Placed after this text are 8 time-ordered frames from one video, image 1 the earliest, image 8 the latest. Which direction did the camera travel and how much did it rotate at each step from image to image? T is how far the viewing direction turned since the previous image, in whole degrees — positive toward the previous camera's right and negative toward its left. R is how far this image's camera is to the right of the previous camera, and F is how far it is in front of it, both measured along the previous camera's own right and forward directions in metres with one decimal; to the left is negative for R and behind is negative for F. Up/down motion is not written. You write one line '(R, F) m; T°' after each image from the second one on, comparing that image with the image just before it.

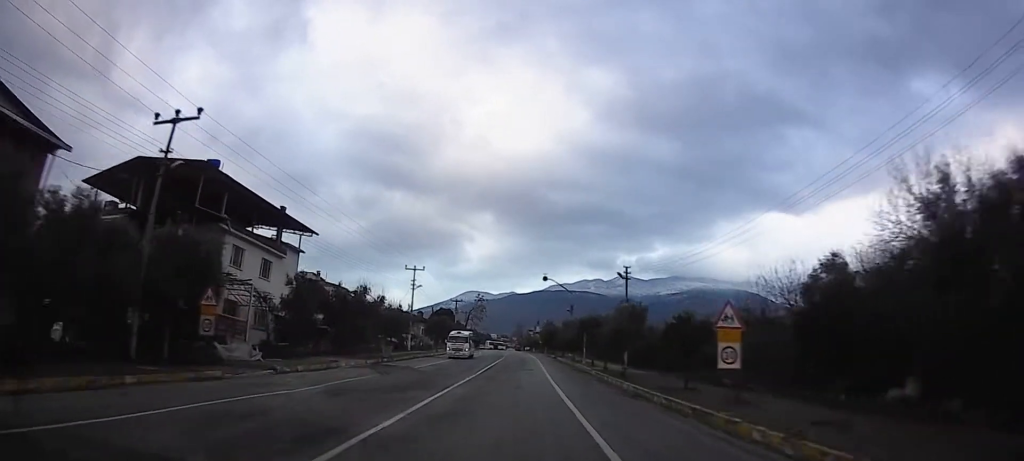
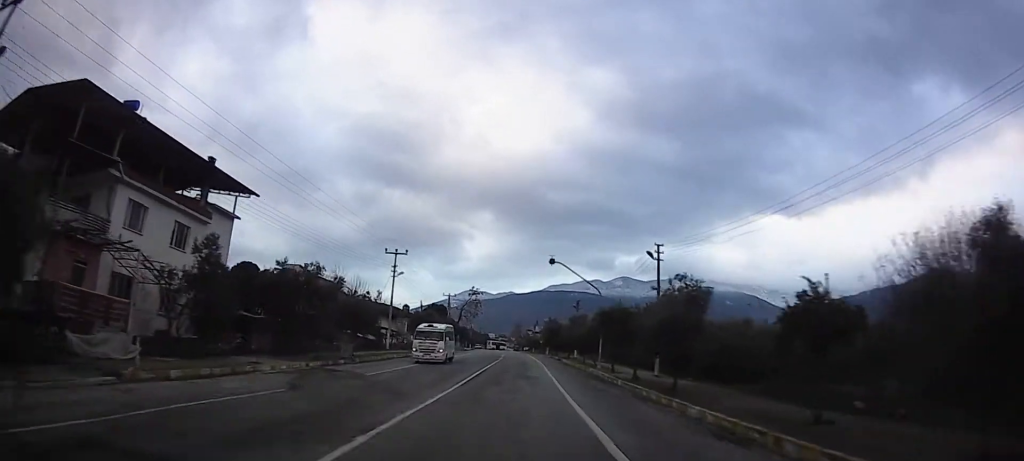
(0.0, +9.8) m; +1°
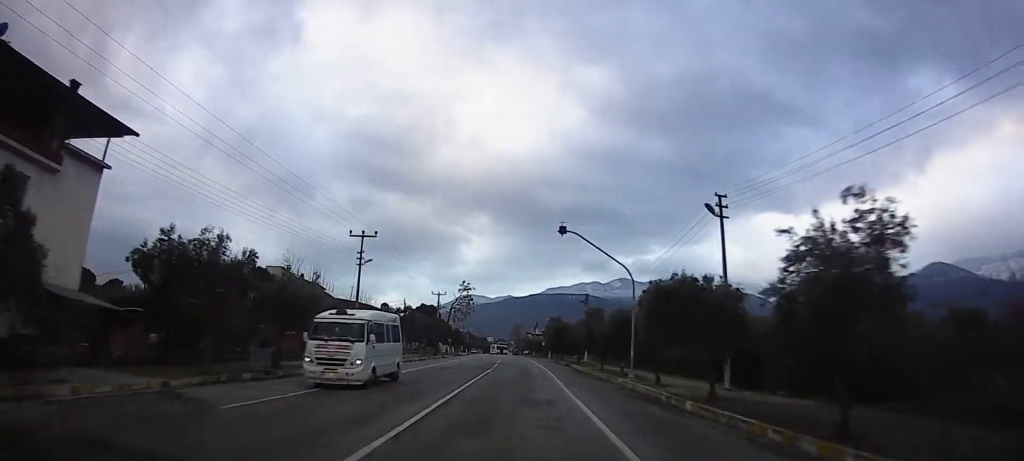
(+0.2, +11.2) m; +1°
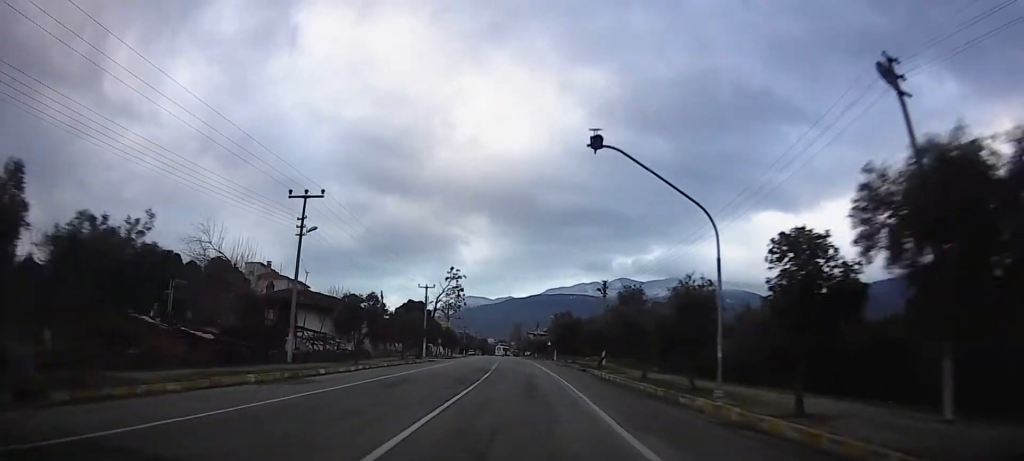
(+0.1, +12.5) m; 0°
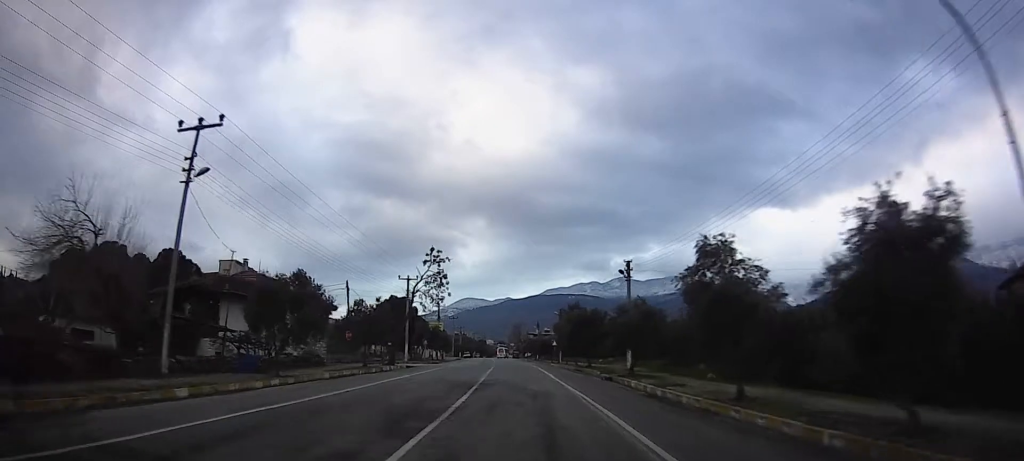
(0.0, +11.9) m; 0°
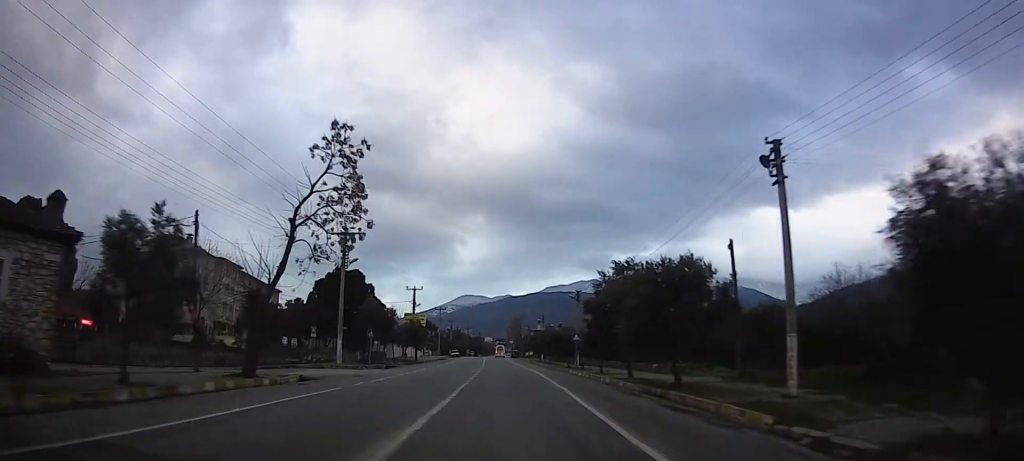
(-0.2, +24.7) m; -1°
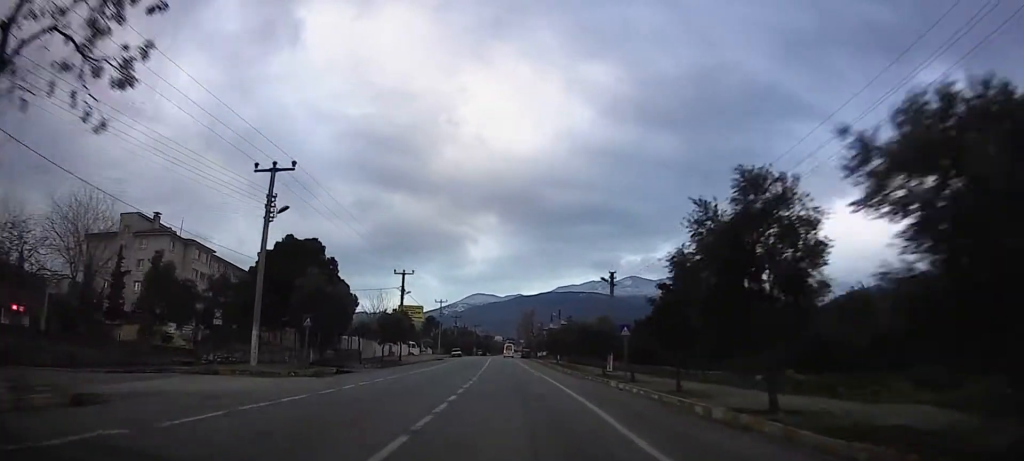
(-0.1, +15.7) m; 0°
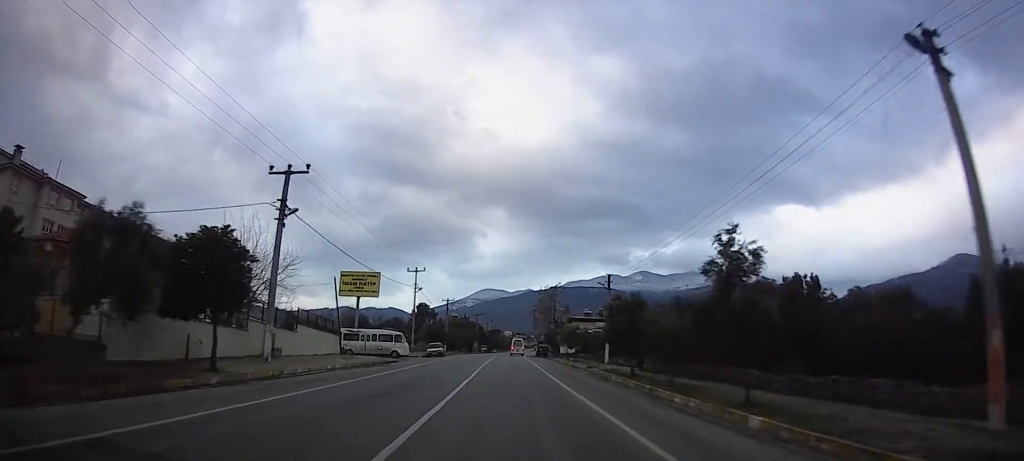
(0.0, +38.5) m; 0°
